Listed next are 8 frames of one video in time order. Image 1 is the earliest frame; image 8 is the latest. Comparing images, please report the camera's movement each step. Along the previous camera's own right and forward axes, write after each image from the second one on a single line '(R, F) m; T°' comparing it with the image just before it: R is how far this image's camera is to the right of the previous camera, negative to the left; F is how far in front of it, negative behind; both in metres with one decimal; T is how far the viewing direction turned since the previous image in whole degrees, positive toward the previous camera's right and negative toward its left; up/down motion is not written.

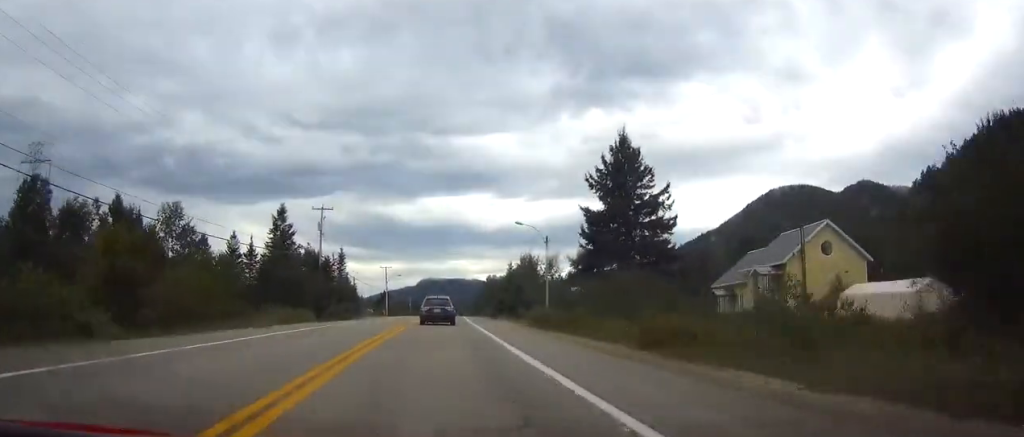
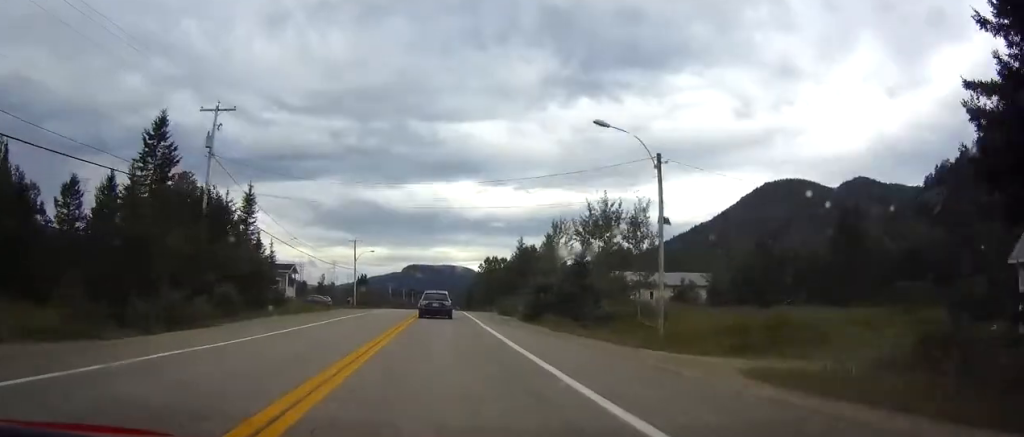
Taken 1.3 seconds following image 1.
(+0.8, +35.5) m; +2°
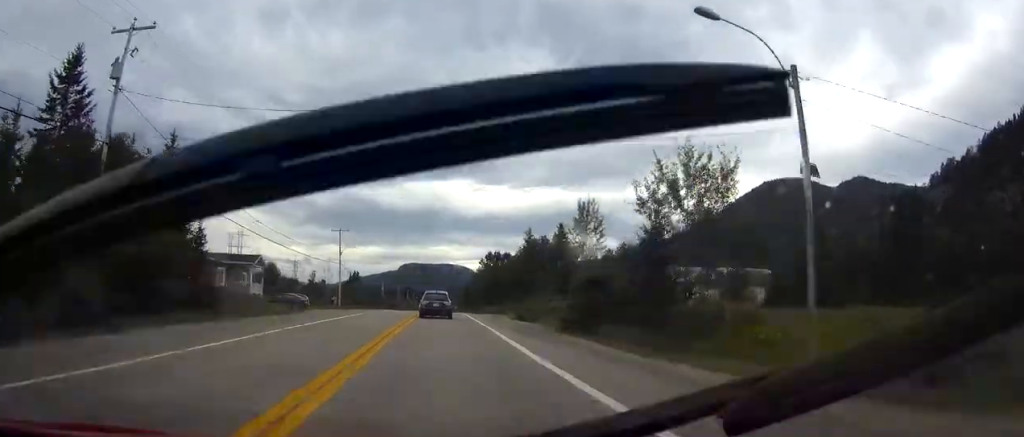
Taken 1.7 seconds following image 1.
(0.0, +13.1) m; 0°
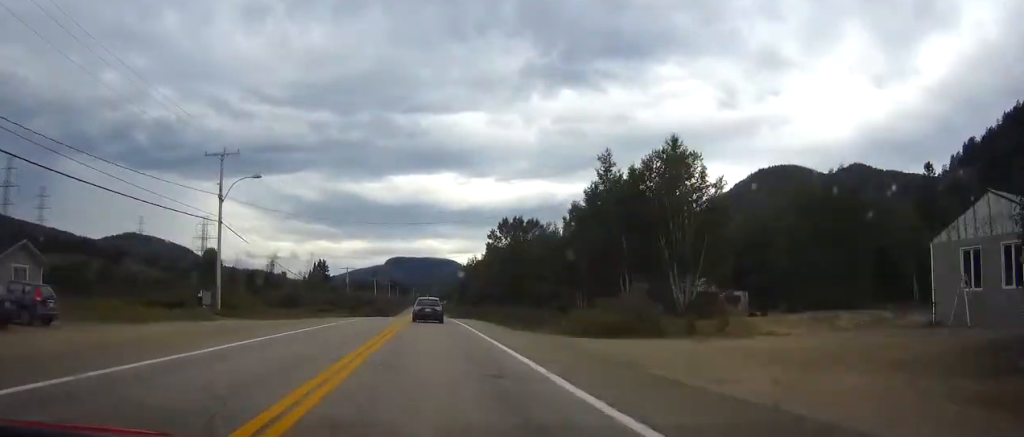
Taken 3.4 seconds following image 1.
(0.0, +47.7) m; 0°
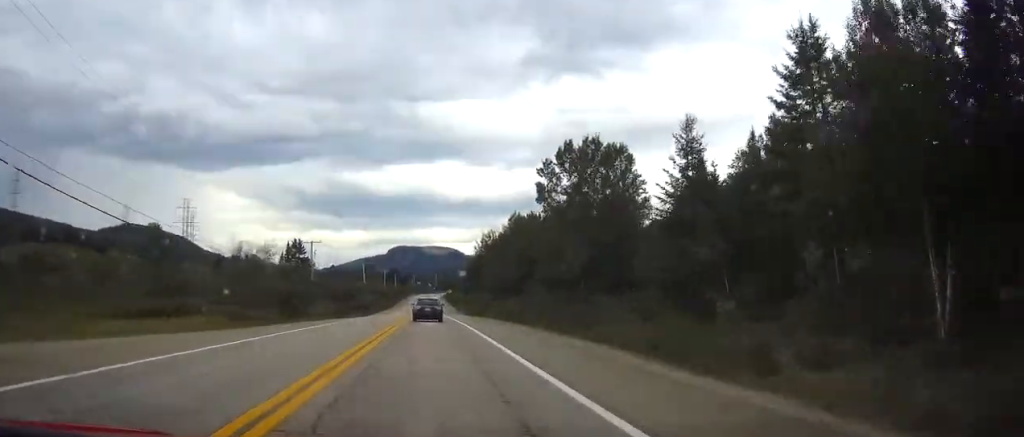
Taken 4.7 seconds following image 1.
(+0.4, +36.9) m; +1°
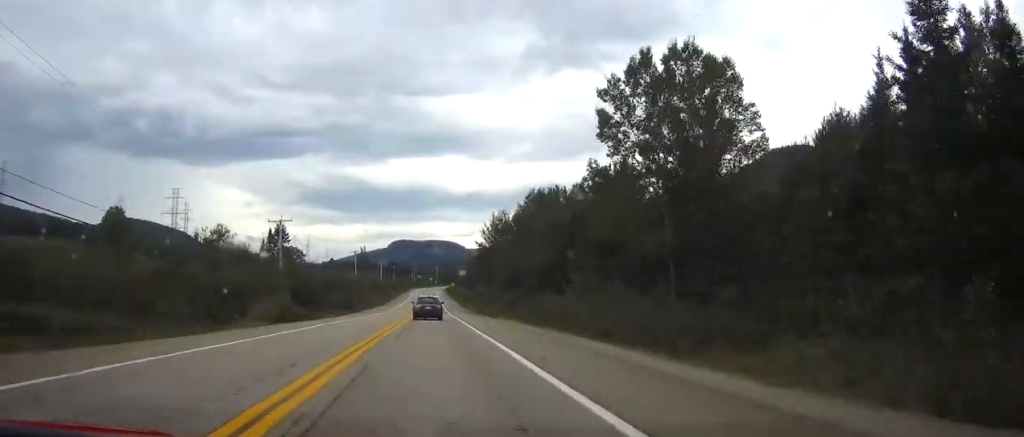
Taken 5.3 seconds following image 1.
(+0.1, +17.1) m; 0°
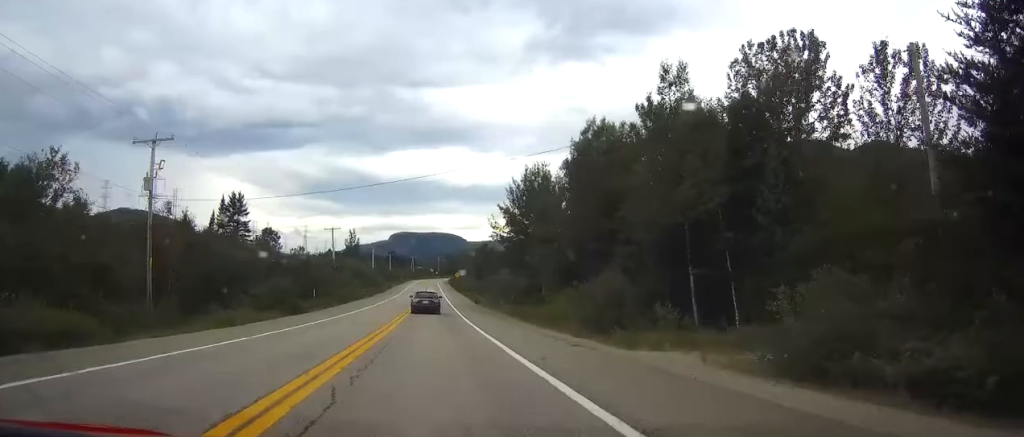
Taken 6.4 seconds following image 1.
(-0.1, +30.8) m; 0°
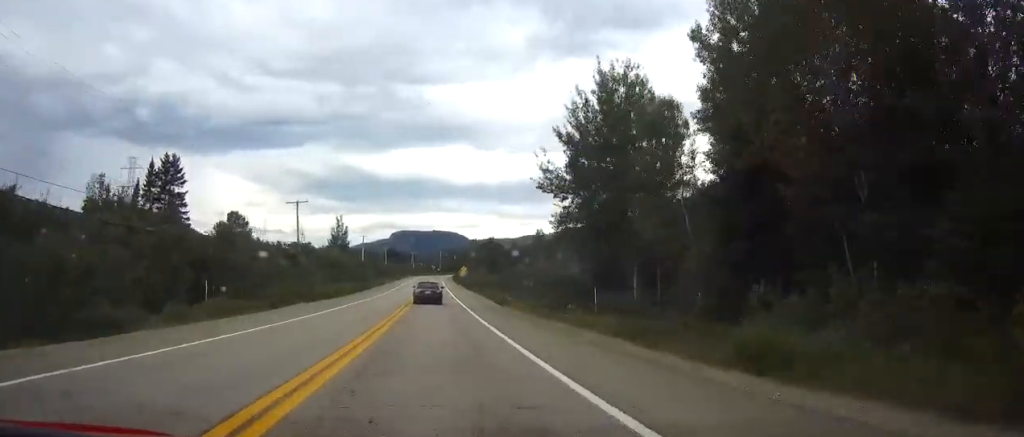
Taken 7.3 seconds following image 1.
(0.0, +27.1) m; 0°
